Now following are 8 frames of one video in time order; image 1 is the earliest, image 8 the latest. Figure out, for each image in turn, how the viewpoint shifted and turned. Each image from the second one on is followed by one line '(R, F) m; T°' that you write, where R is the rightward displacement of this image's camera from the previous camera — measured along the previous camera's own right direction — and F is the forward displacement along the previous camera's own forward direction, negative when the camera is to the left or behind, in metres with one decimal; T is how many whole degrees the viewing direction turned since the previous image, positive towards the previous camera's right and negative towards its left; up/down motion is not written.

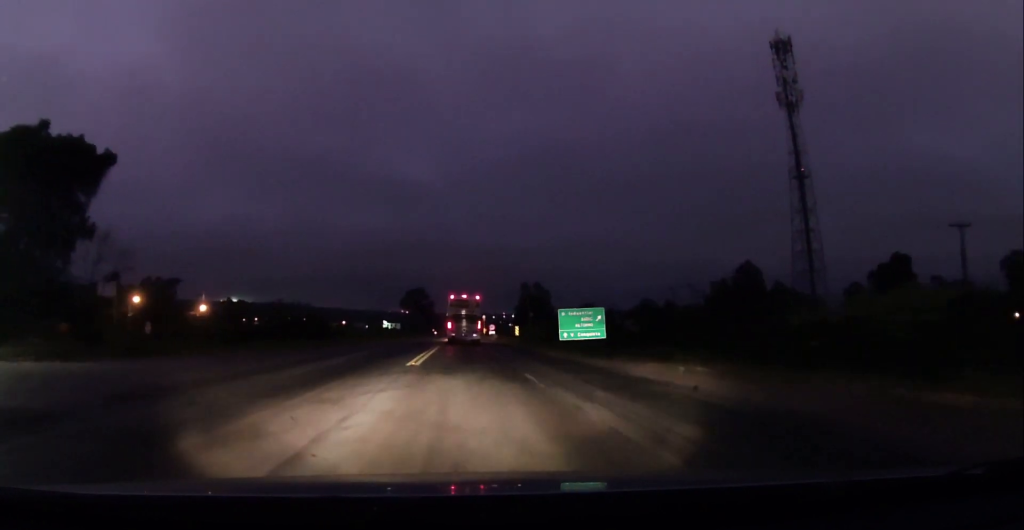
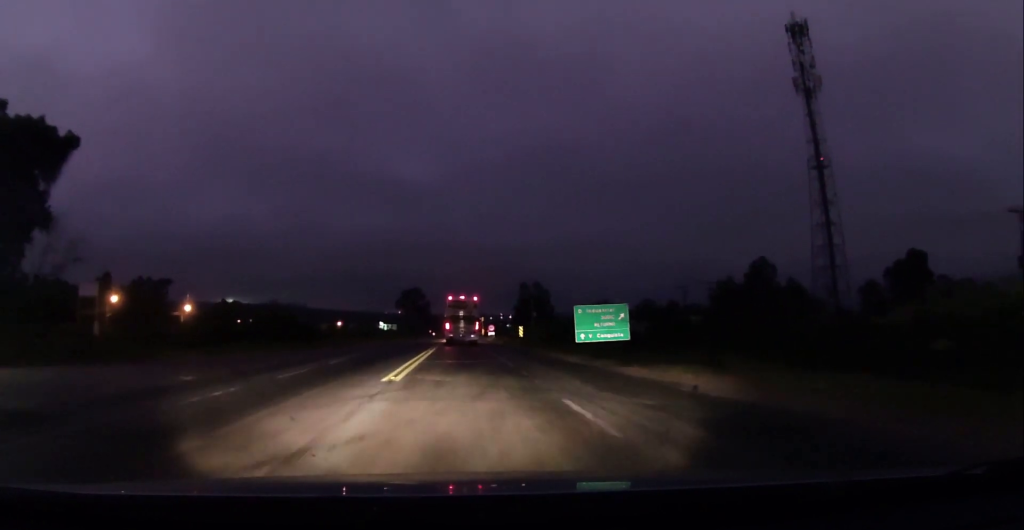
(-0.1, +6.8) m; 0°
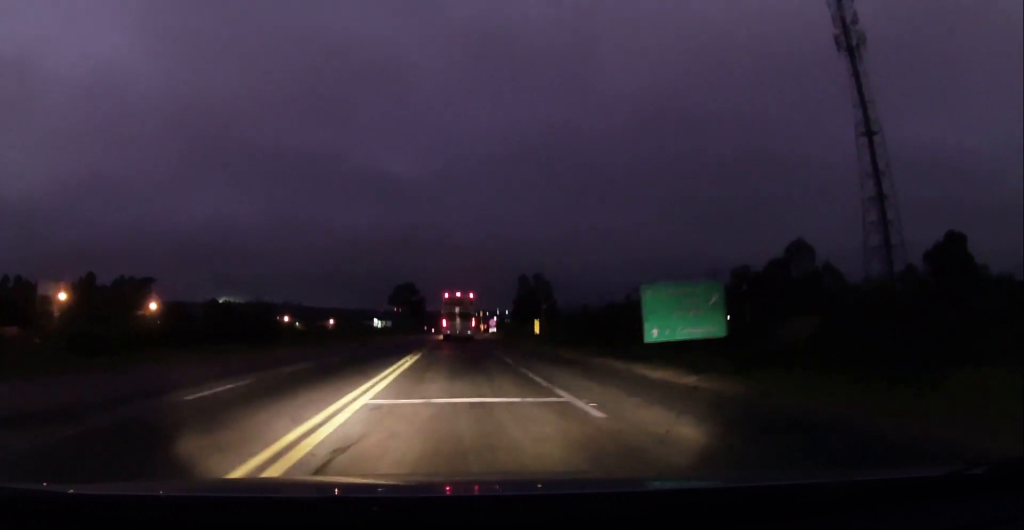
(+0.2, +13.7) m; 0°
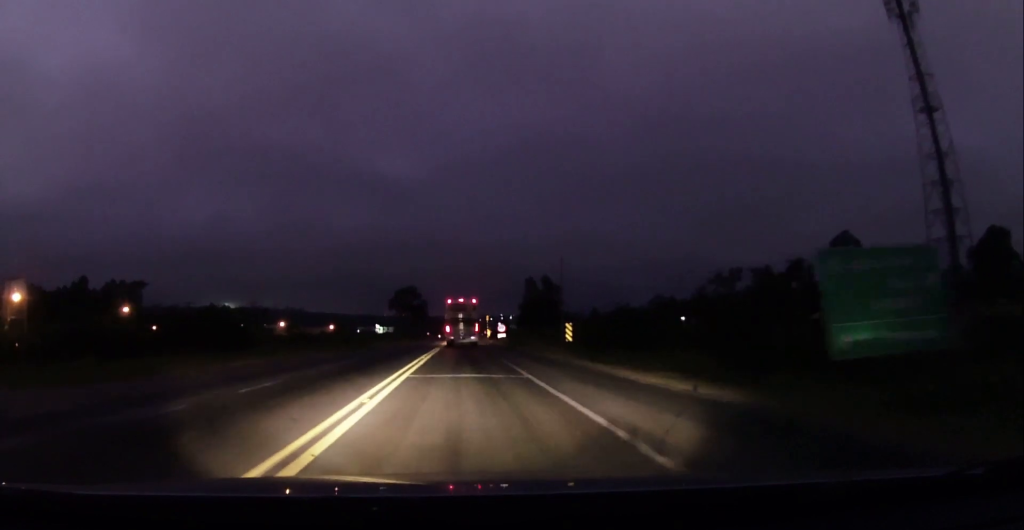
(-0.2, +11.6) m; -1°
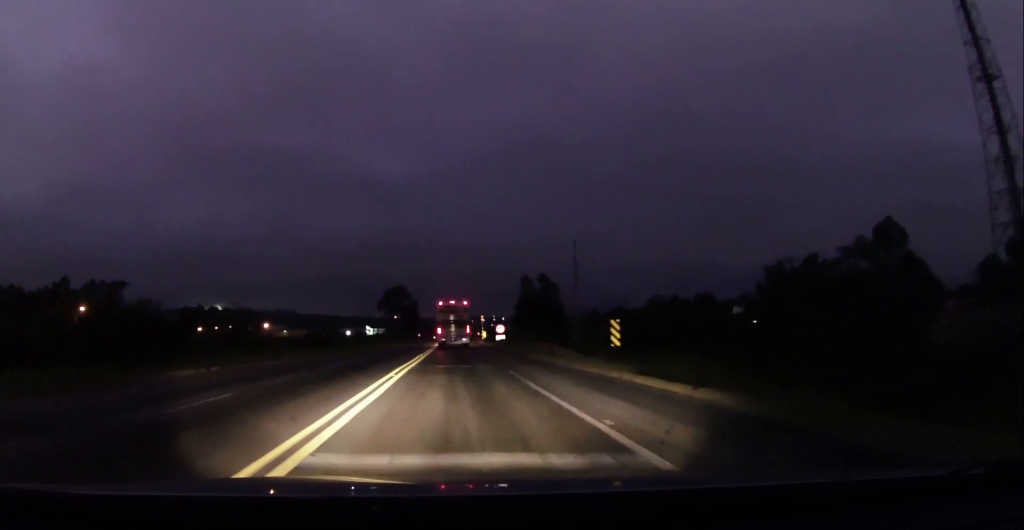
(0.0, +11.6) m; +2°
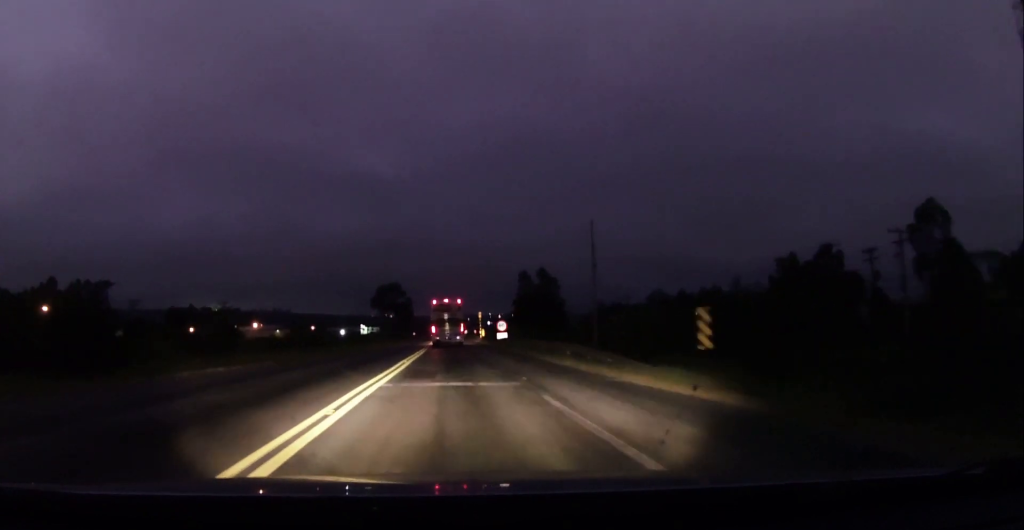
(+0.2, +8.3) m; 0°
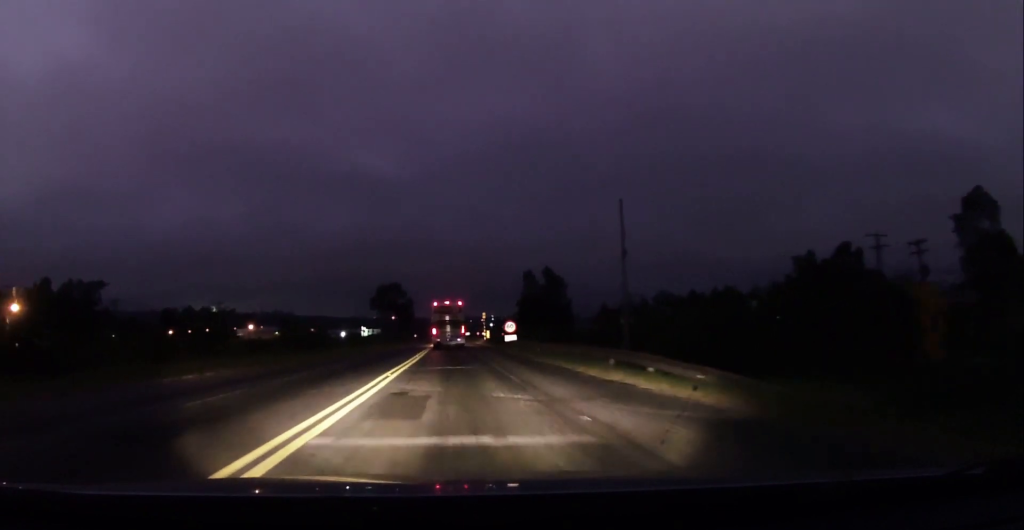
(+0.2, +7.5) m; 0°
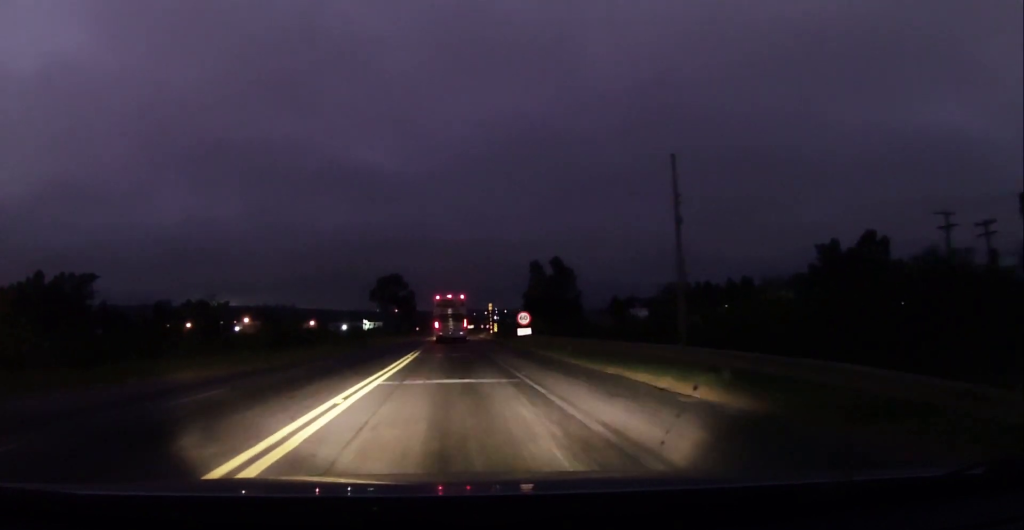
(-0.3, +8.8) m; 0°
